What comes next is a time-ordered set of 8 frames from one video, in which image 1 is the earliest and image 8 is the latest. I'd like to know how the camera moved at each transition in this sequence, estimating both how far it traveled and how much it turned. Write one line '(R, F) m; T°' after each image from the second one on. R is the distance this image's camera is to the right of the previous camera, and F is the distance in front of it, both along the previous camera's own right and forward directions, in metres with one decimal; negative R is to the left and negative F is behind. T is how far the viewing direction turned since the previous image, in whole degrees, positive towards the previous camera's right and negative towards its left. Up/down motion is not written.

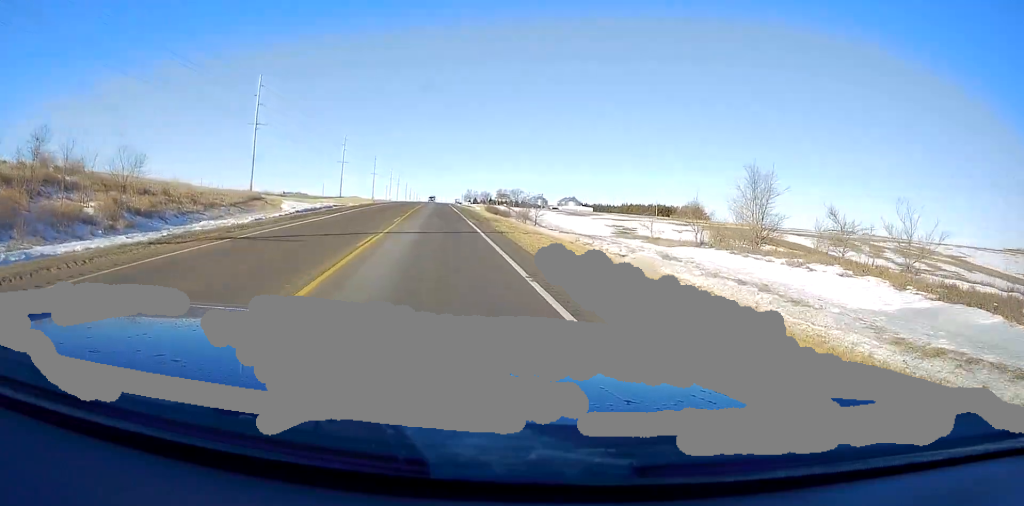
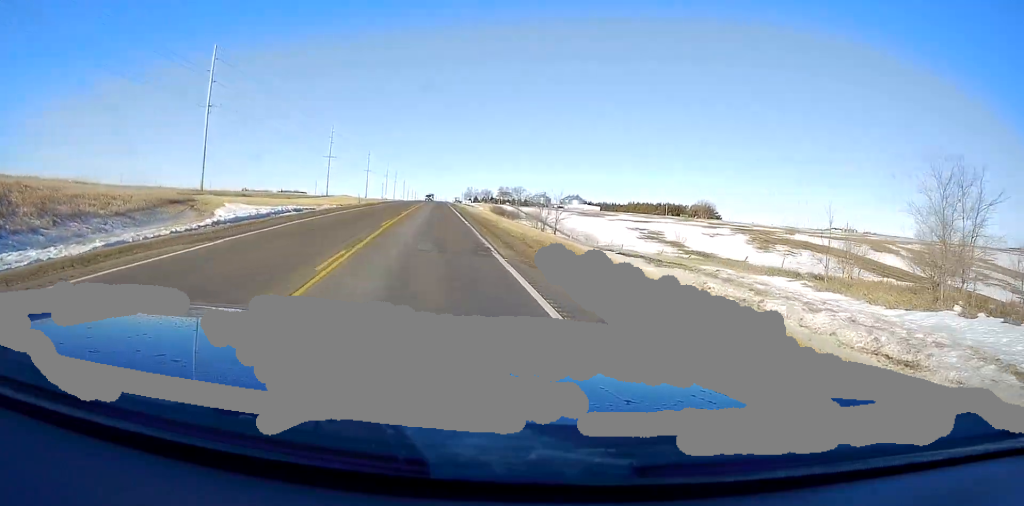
(0.0, +16.7) m; 0°
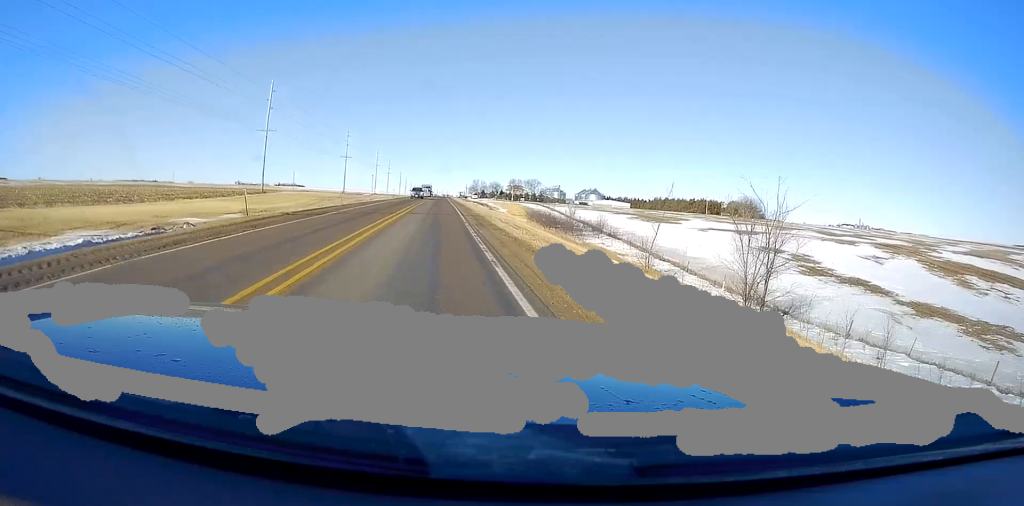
(0.0, +49.1) m; 0°
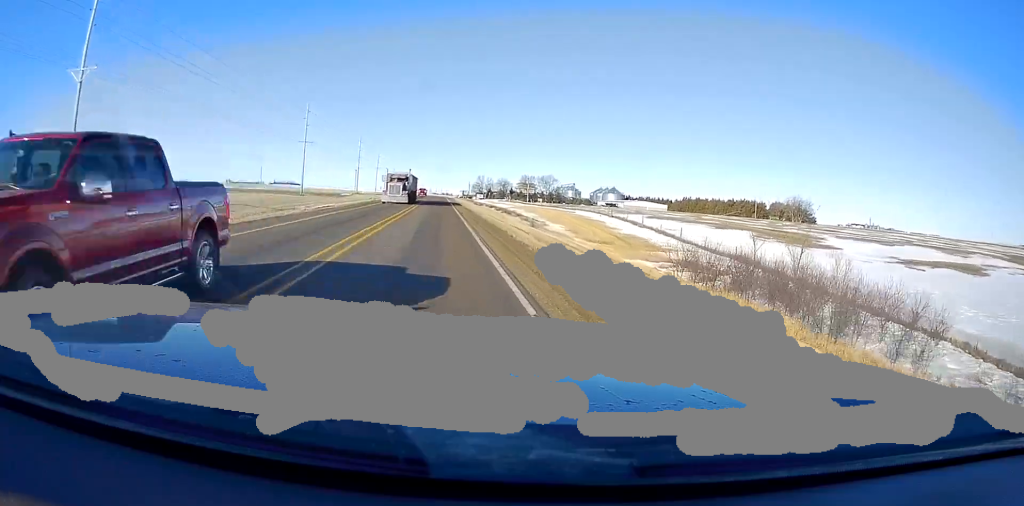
(+0.6, +46.3) m; +1°
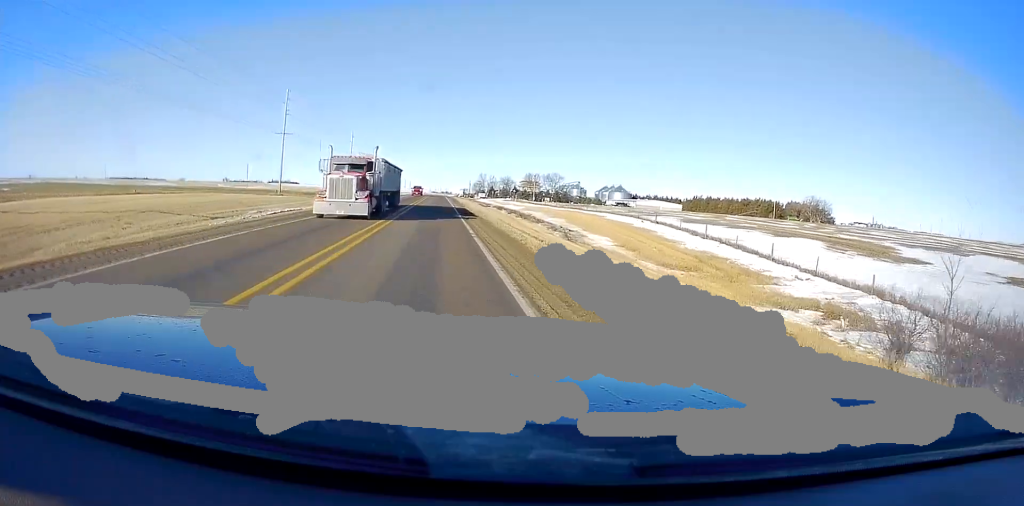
(+0.2, +14.5) m; 0°
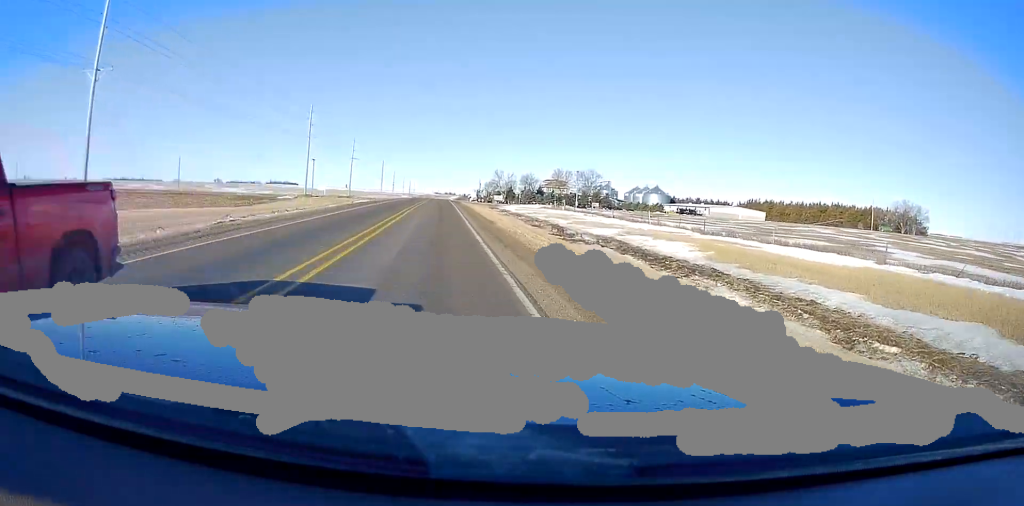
(-0.9, +55.7) m; 0°
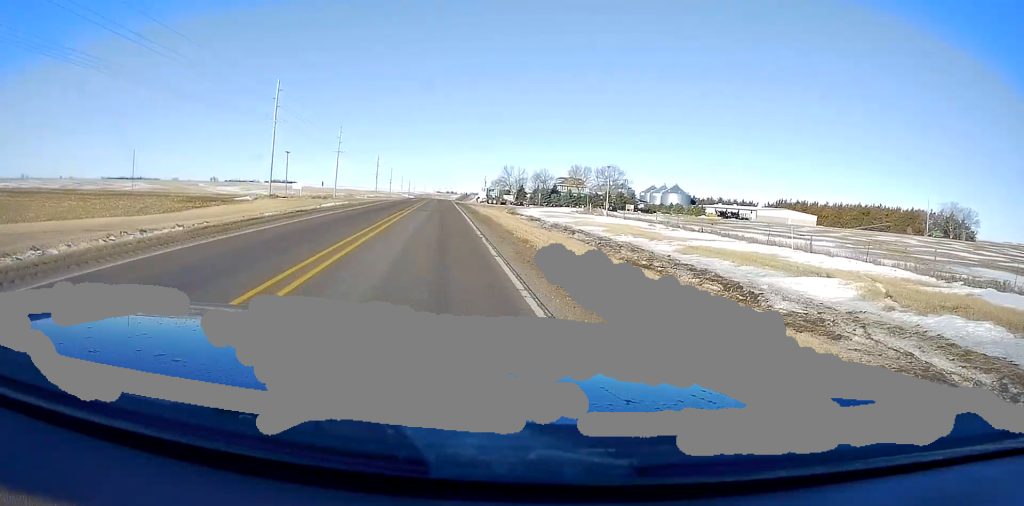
(+0.3, +23.9) m; 0°
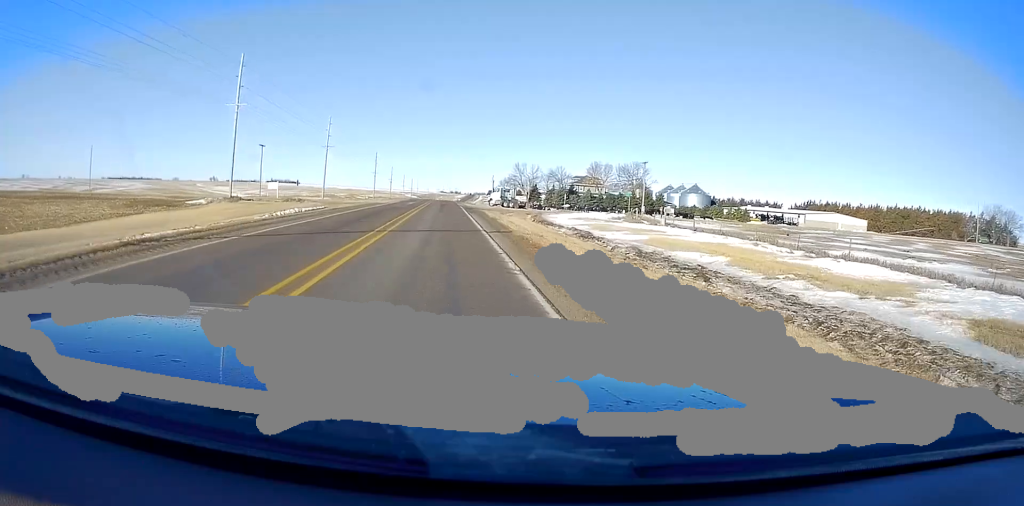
(+0.2, +18.1) m; -1°
